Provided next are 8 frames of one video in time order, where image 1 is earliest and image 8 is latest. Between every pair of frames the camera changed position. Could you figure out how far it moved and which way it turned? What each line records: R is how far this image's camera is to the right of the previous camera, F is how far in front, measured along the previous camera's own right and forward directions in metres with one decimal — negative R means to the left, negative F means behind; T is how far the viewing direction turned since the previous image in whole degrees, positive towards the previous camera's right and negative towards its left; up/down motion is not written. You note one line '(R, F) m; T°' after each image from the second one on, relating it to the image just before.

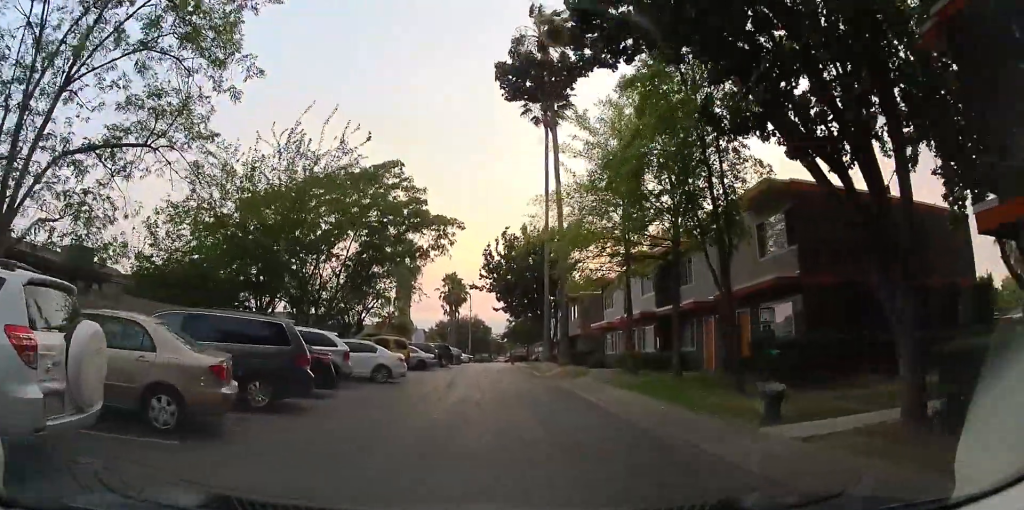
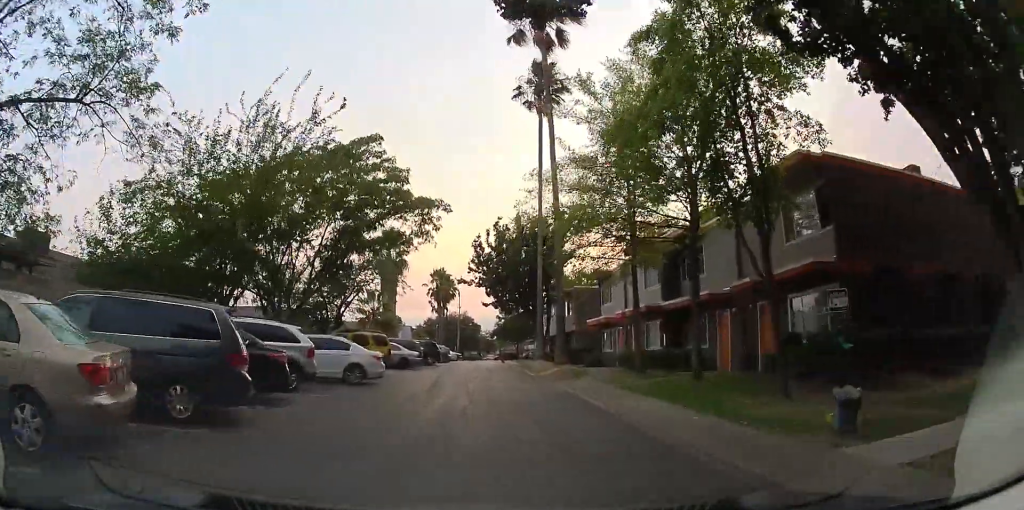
(0.0, +1.8) m; +2°
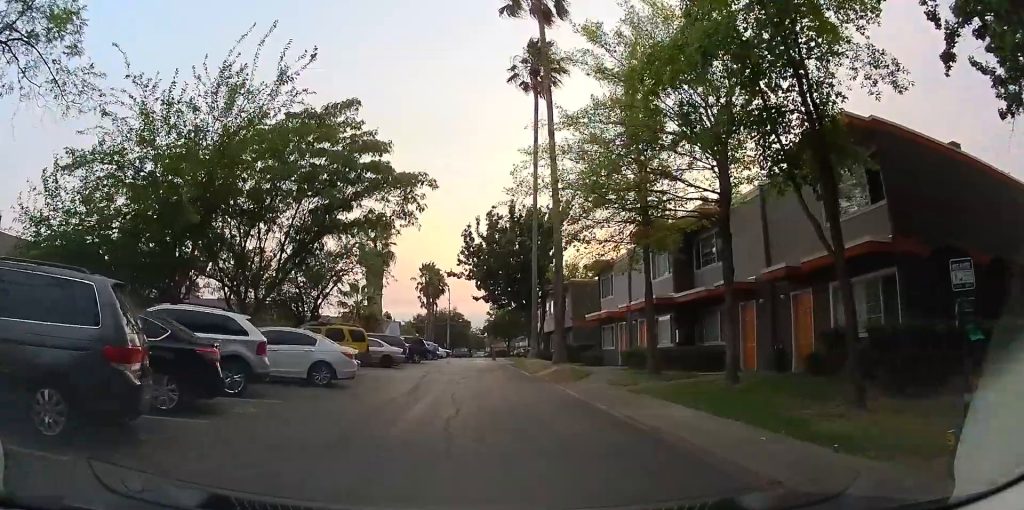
(0.0, +2.0) m; +2°
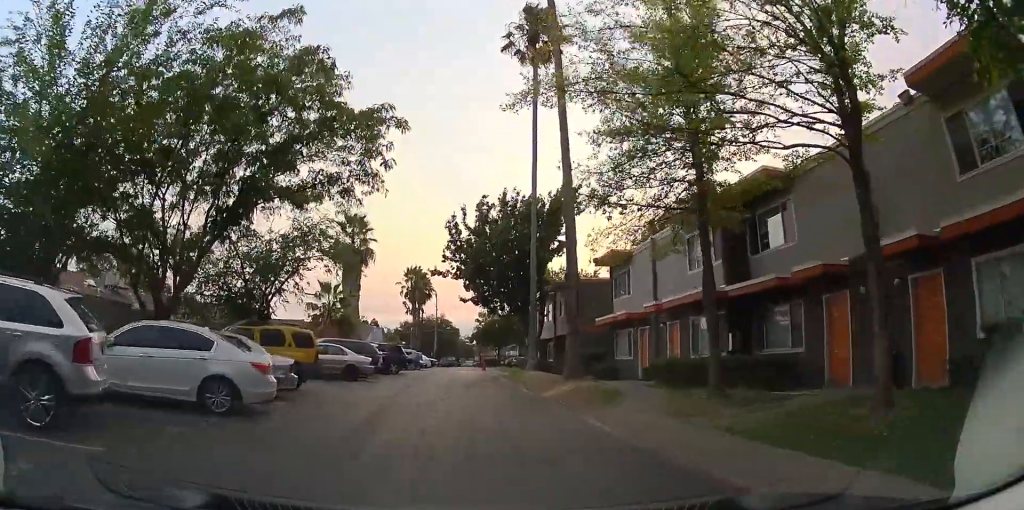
(+0.2, +4.9) m; +3°
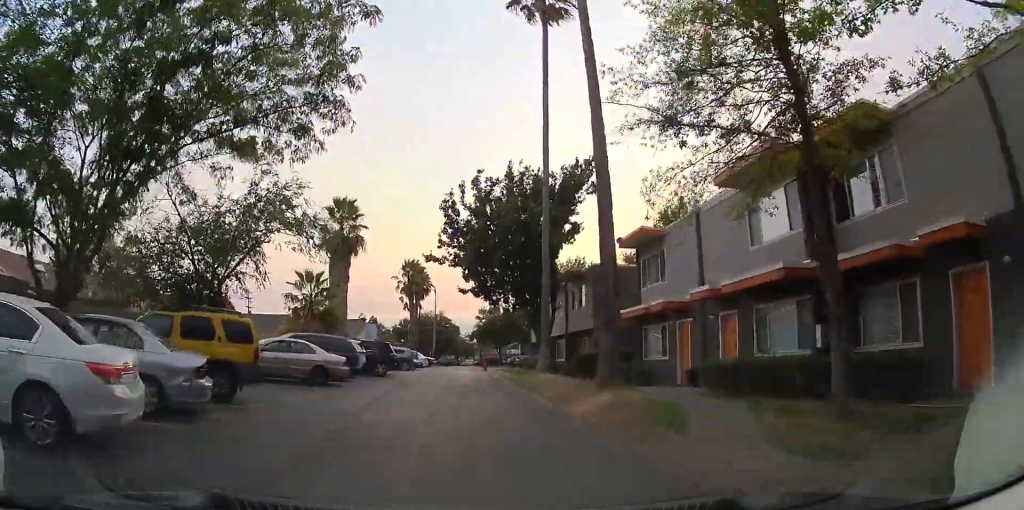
(0.0, +4.4) m; 0°
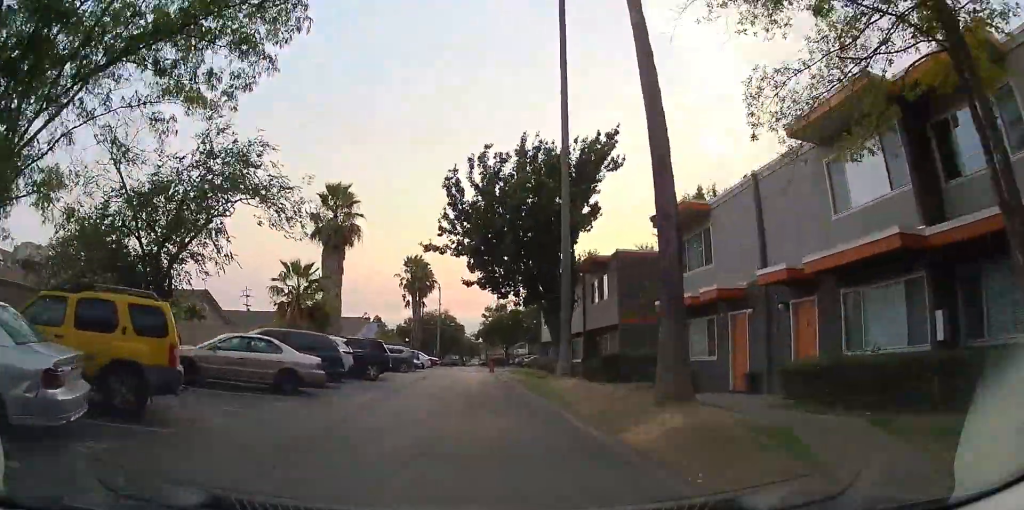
(0.0, +3.6) m; 0°
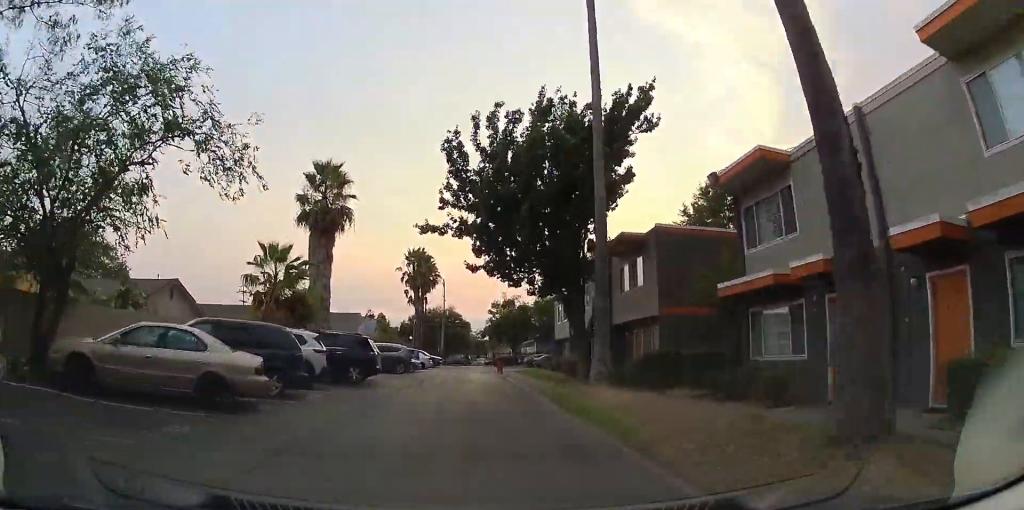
(0.0, +4.4) m; 0°
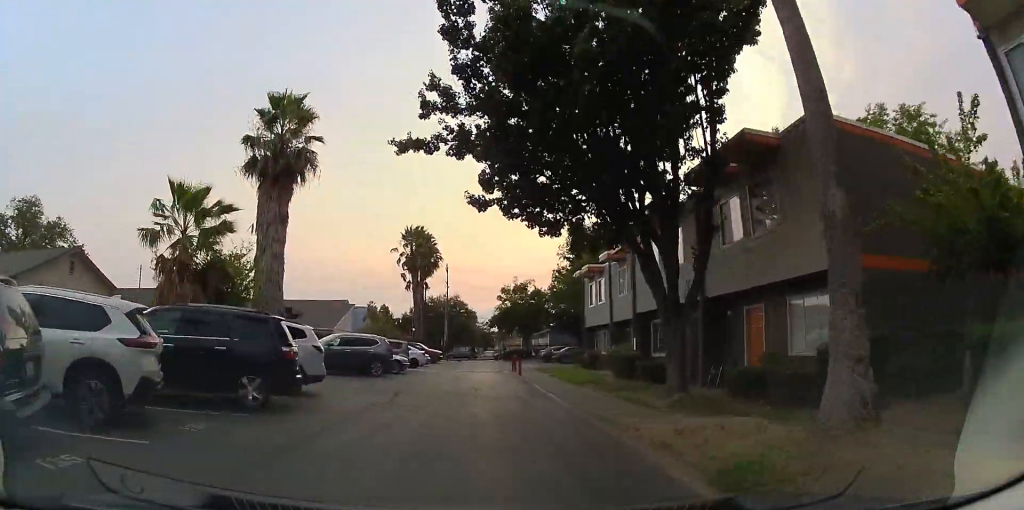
(0.0, +9.4) m; 0°
